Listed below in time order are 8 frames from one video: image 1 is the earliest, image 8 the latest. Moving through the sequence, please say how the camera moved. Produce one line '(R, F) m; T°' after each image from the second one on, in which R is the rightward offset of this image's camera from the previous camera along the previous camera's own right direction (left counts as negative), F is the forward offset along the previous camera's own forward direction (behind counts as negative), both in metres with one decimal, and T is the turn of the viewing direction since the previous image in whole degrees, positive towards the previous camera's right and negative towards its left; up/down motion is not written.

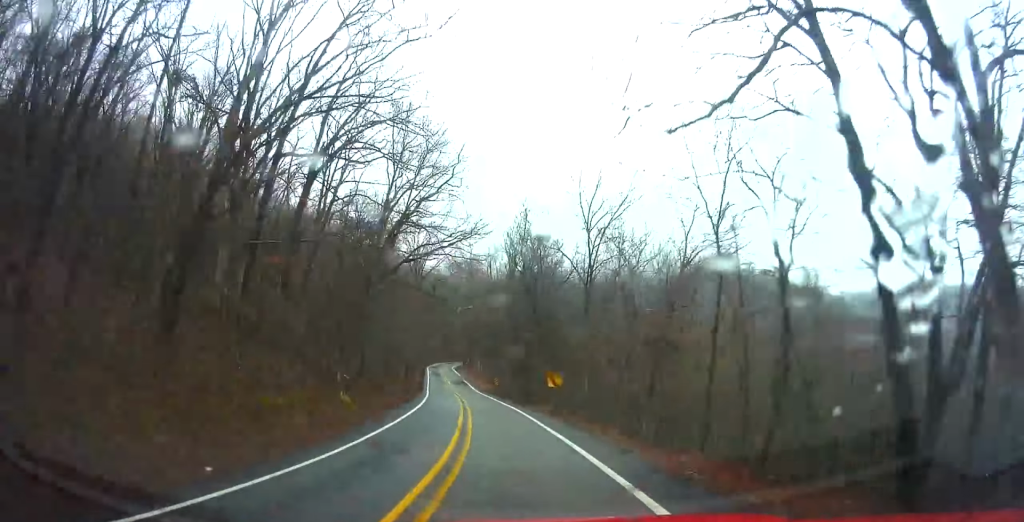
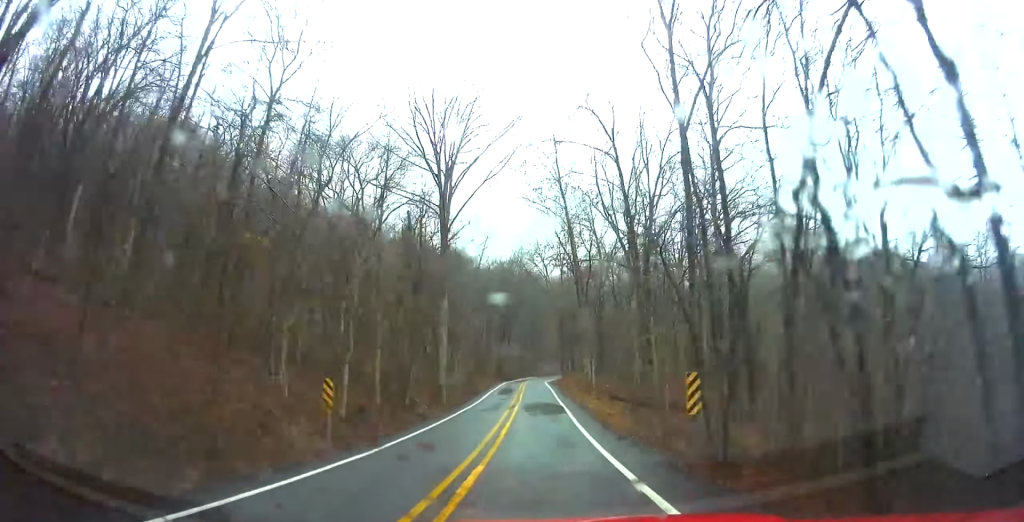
(-11.0, +51.9) m; -16°
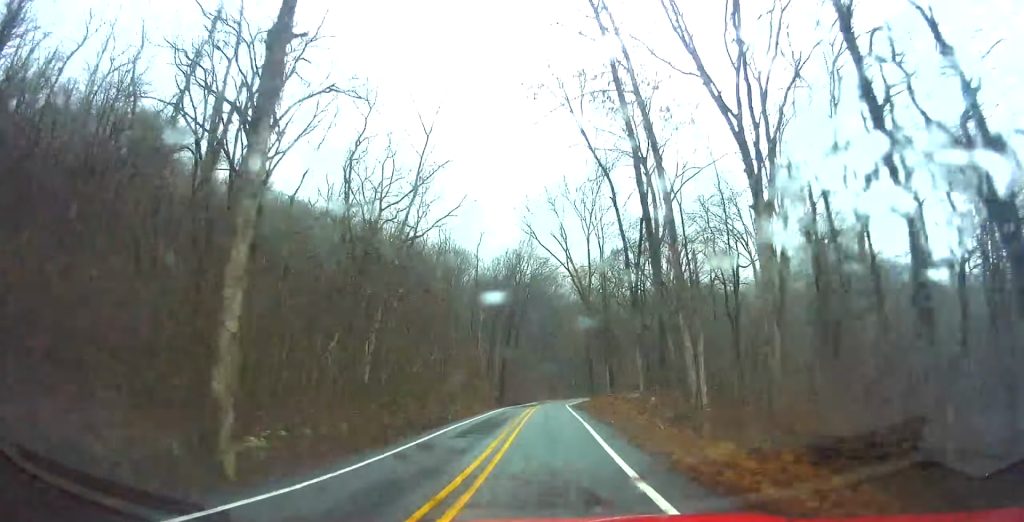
(-1.8, +29.6) m; -3°
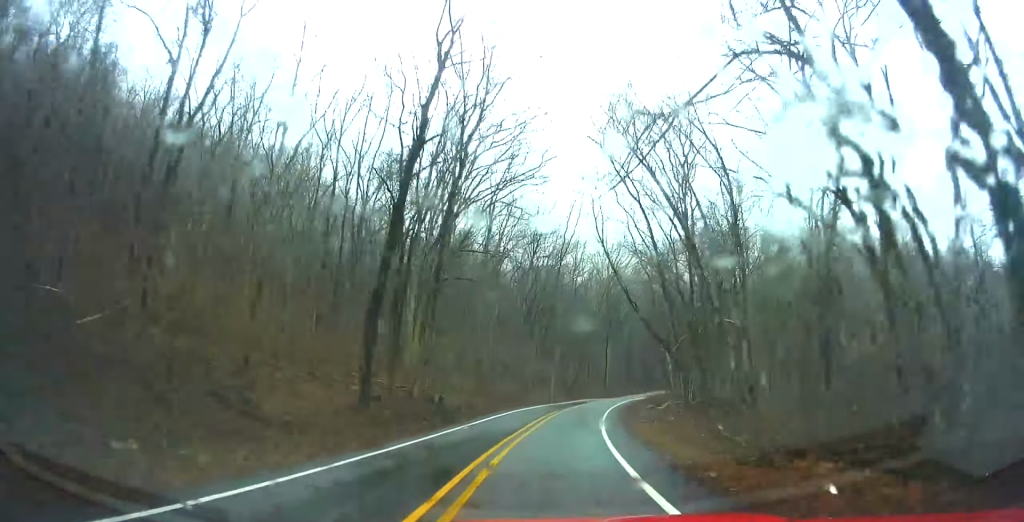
(-1.9, +57.4) m; 0°
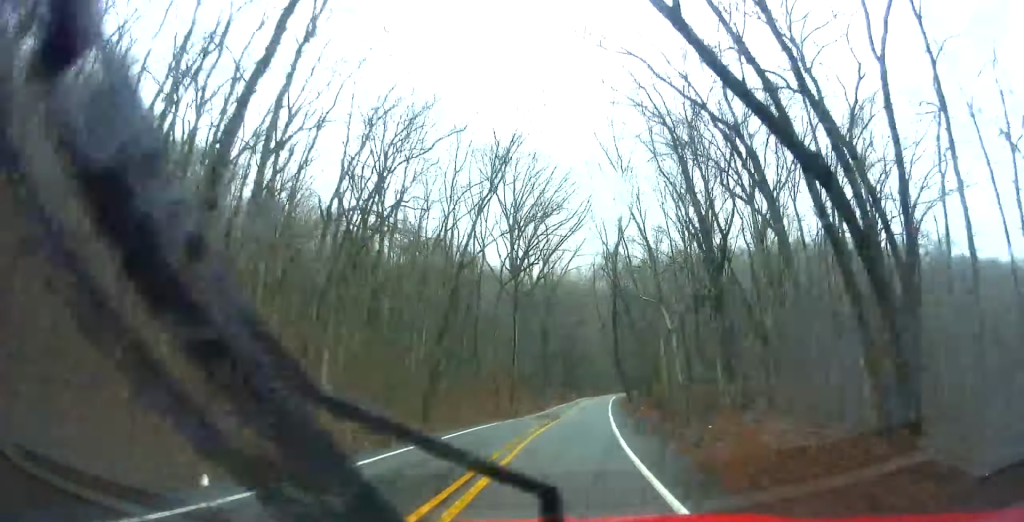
(+1.9, +52.4) m; +5°
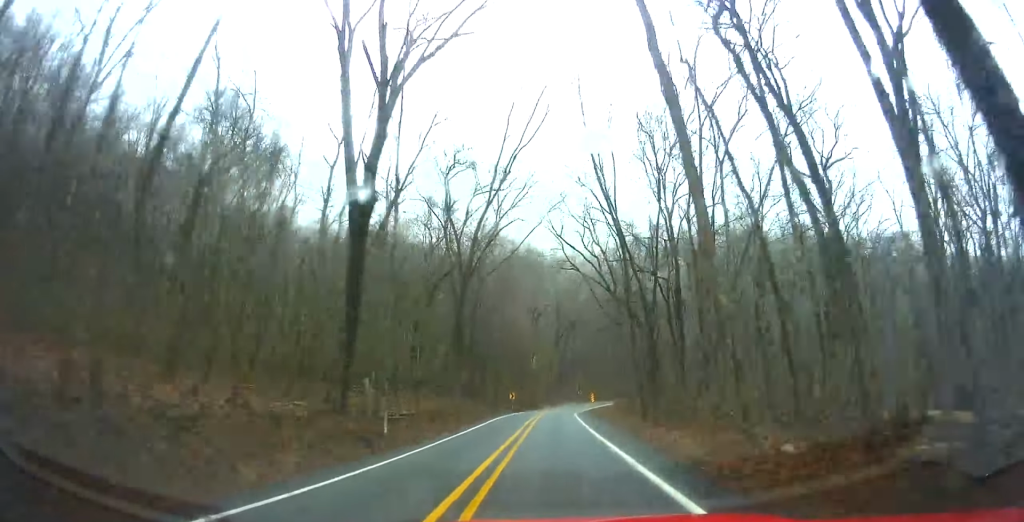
(+4.6, +63.1) m; +9°
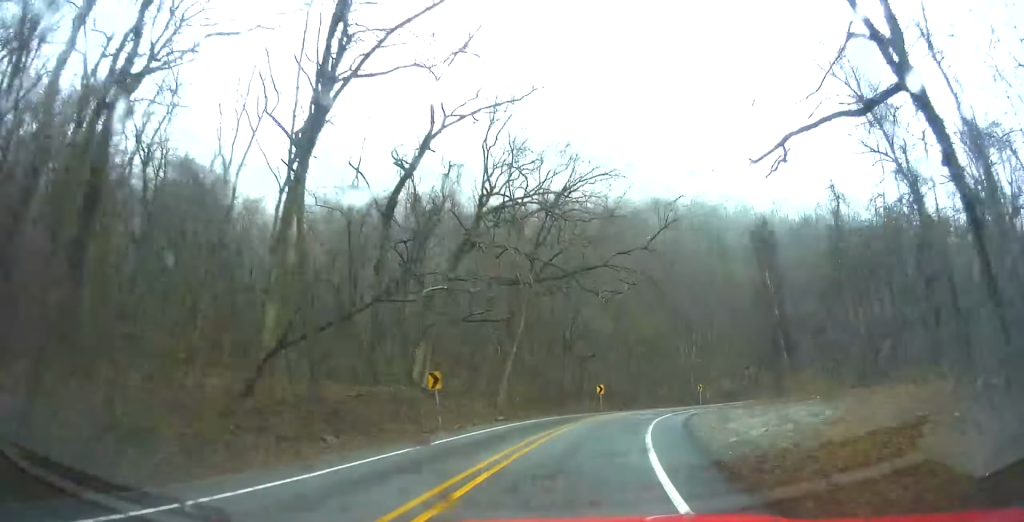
(+10.4, +86.9) m; +16°
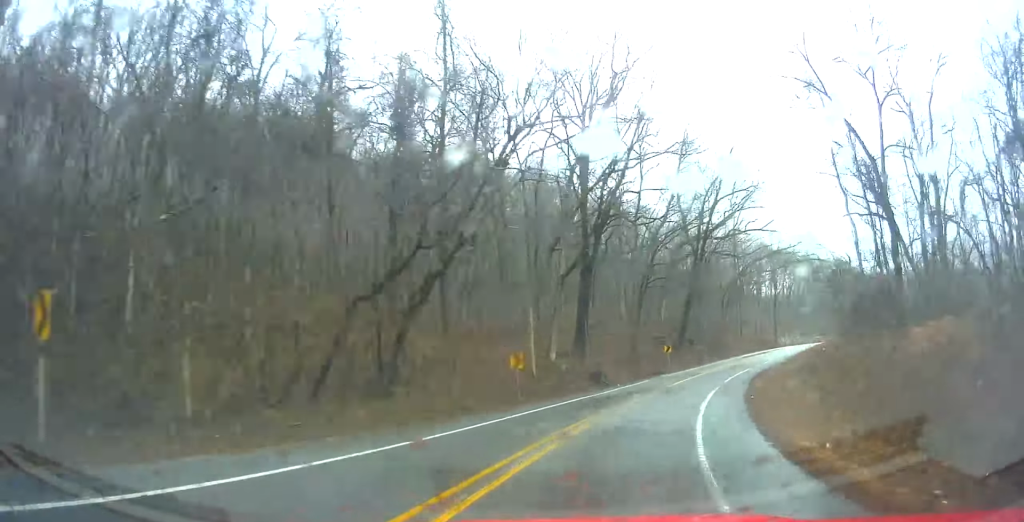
(+11.2, +67.6) m; +30°
